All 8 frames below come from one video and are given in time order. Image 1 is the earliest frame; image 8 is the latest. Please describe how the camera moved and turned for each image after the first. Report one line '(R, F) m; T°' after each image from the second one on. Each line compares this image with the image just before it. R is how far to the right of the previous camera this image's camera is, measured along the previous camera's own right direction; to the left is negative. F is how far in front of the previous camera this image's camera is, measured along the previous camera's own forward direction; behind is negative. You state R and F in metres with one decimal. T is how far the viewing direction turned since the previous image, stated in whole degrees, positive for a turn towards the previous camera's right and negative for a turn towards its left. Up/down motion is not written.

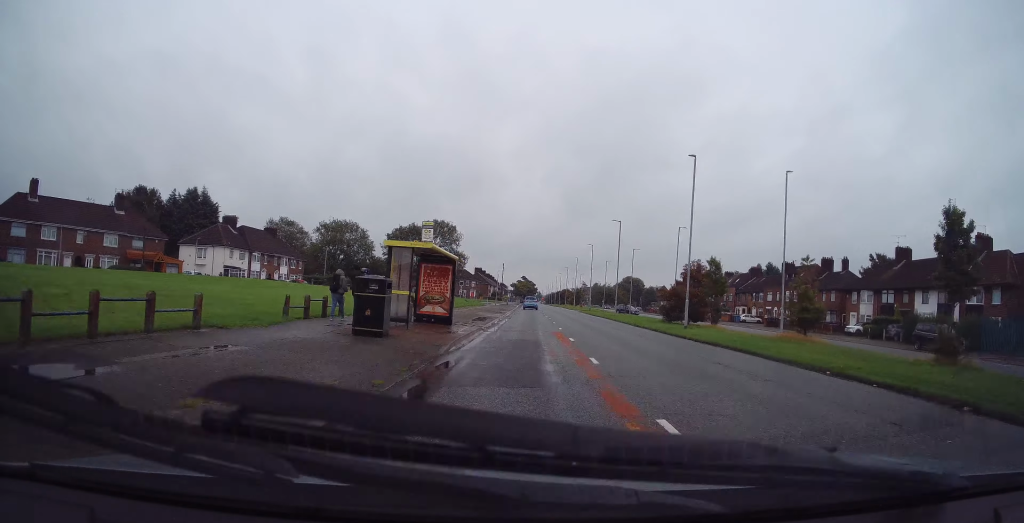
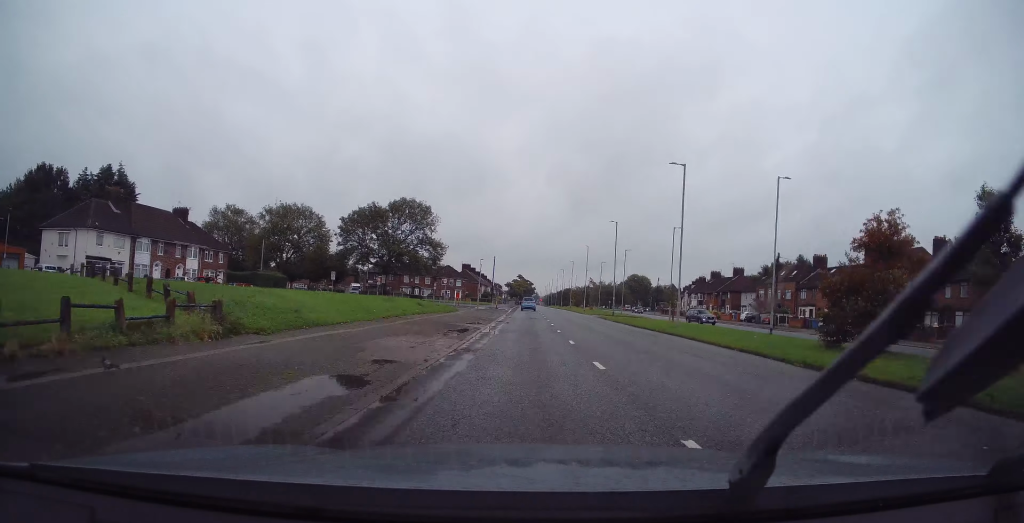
(-0.1, +24.9) m; -1°
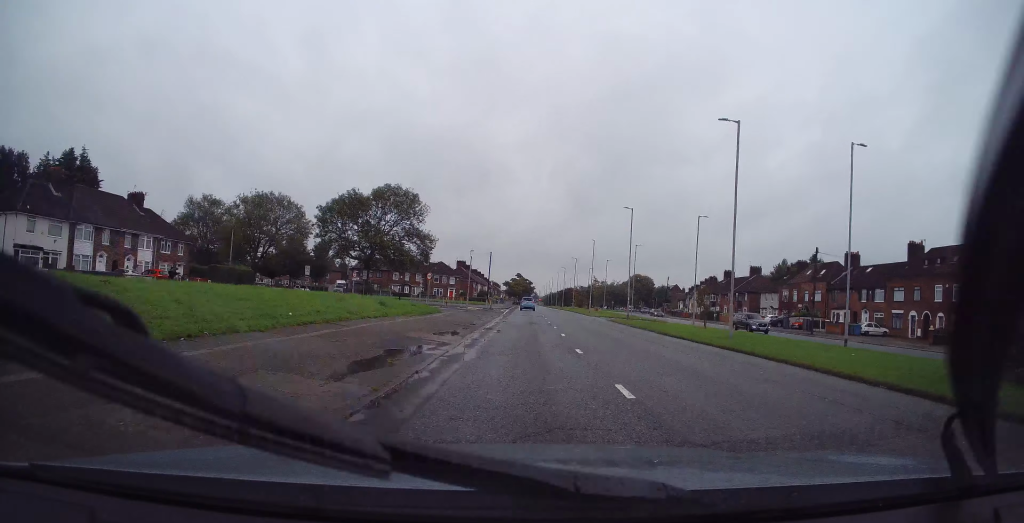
(0.0, +8.8) m; -2°
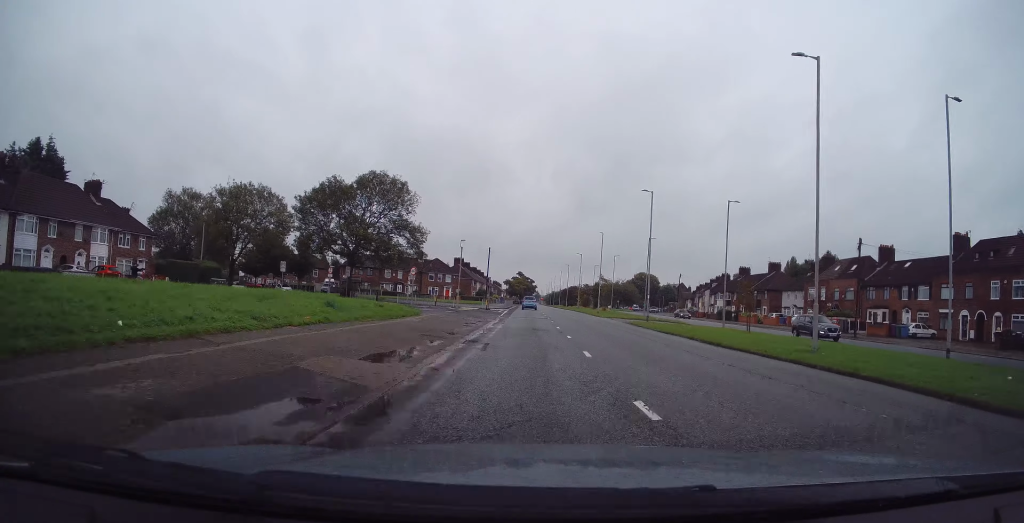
(-0.1, +7.4) m; 0°
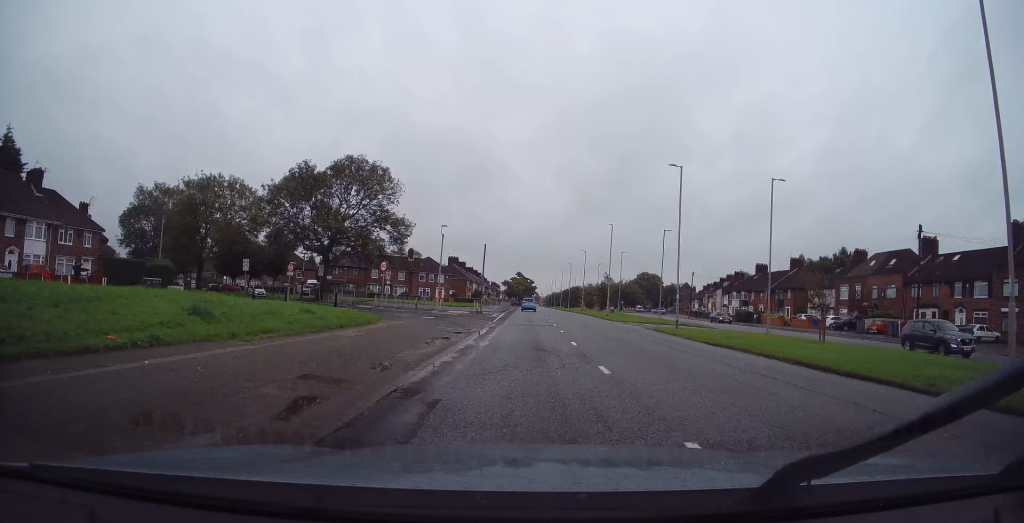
(-0.4, +8.3) m; +2°
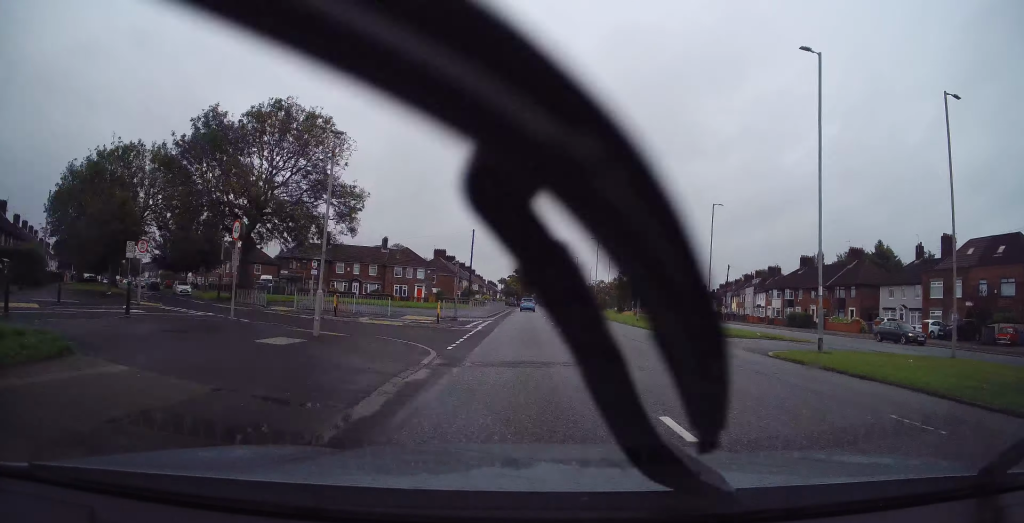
(+0.9, +17.2) m; 0°
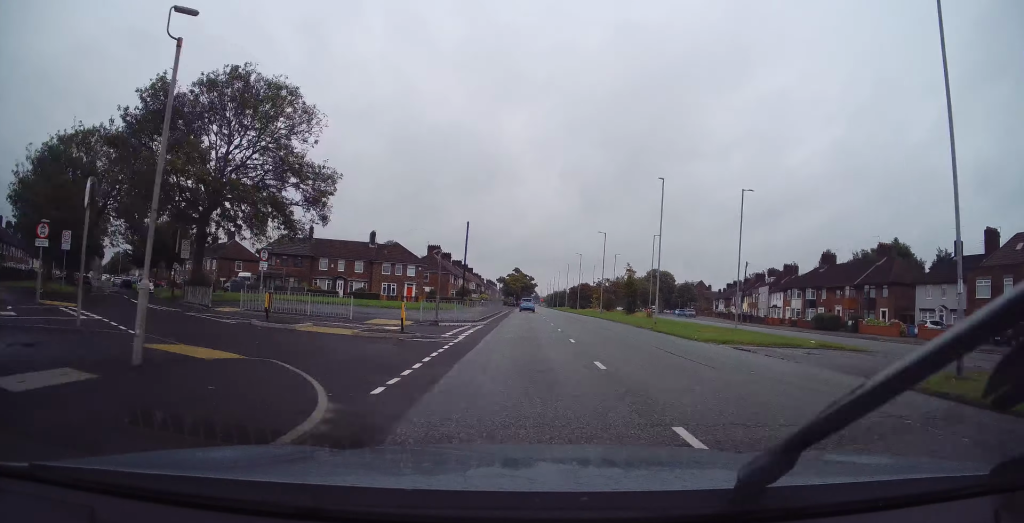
(-0.4, +6.5) m; -1°
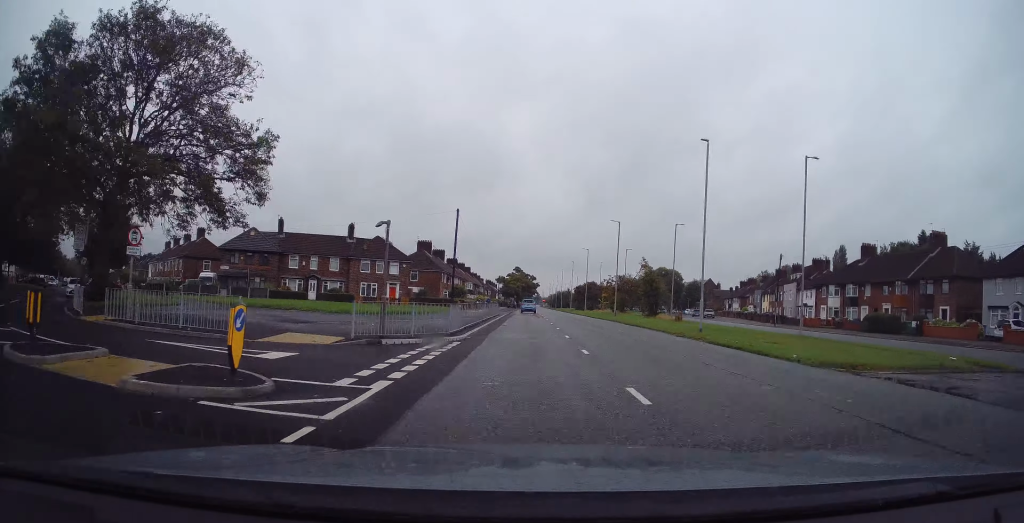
(-0.2, +9.6) m; 0°
